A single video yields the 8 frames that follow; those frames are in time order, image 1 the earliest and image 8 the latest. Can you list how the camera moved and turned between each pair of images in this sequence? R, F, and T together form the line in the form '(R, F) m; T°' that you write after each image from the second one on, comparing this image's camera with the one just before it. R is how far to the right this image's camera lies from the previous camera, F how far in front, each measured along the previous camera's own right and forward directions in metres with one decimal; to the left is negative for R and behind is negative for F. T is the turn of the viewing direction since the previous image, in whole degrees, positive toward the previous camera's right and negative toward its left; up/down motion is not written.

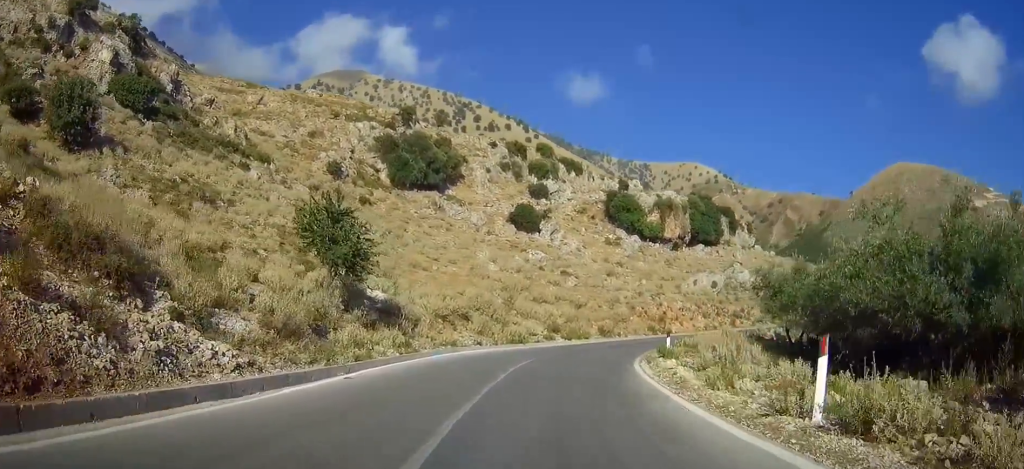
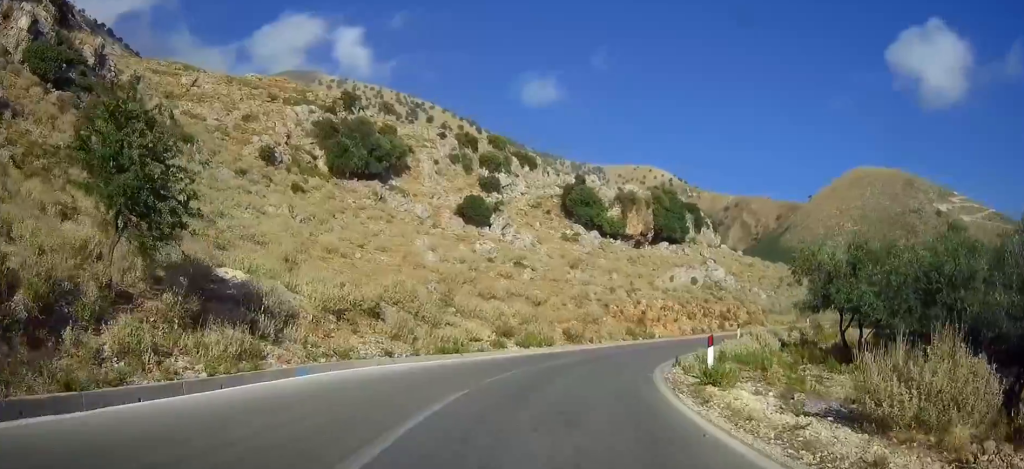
(+0.4, +12.3) m; +3°
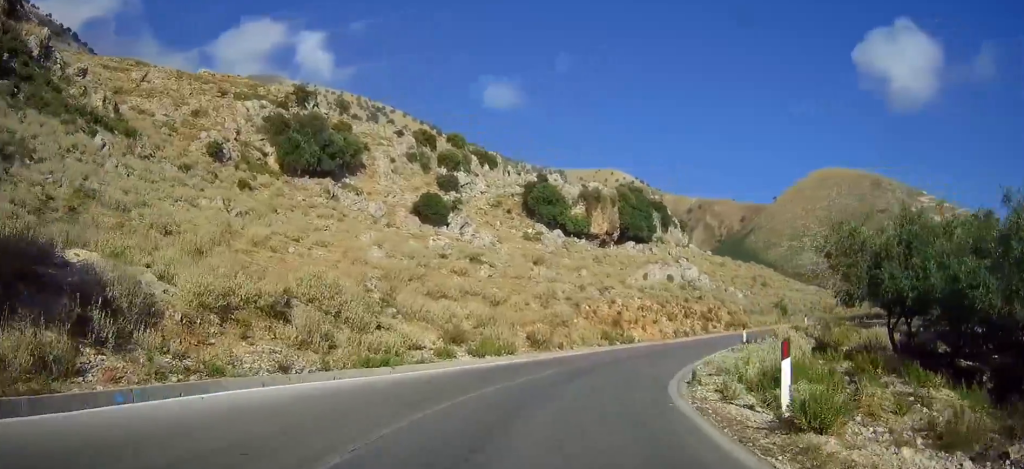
(-0.1, +6.6) m; +3°
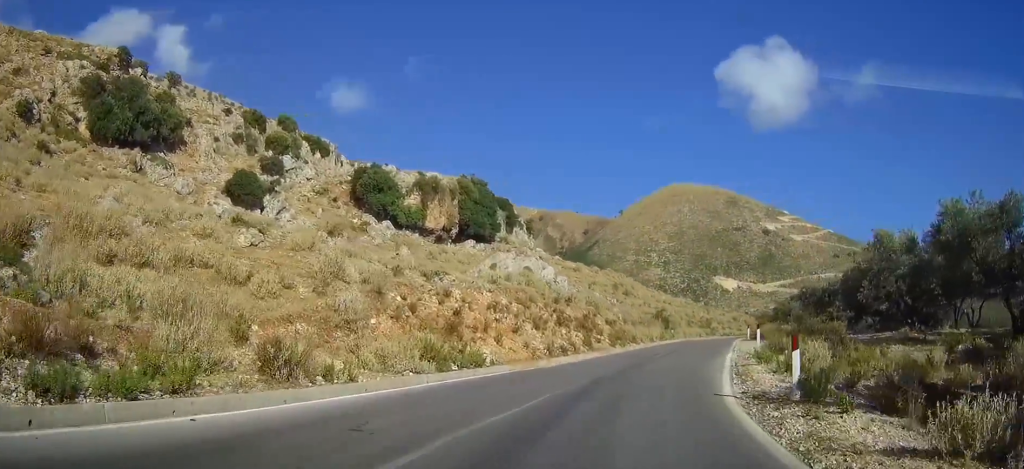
(+2.2, +17.6) m; +19°
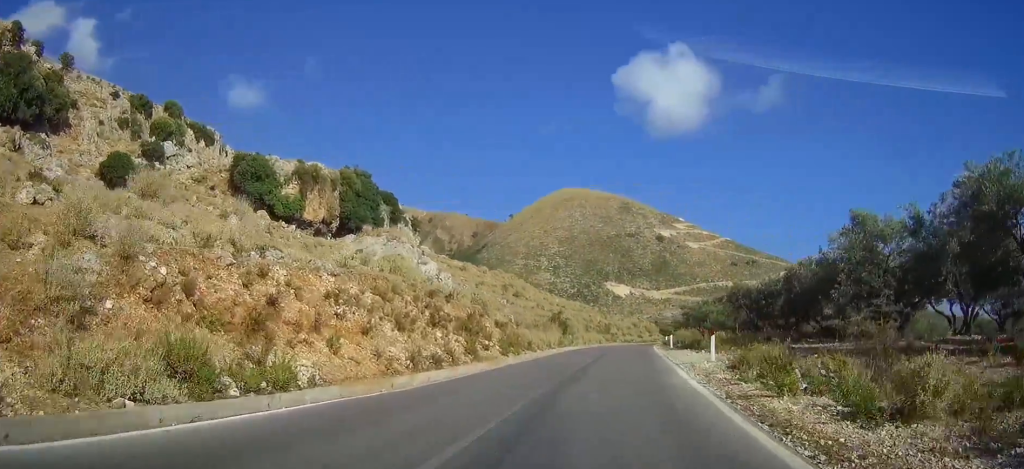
(+1.3, +8.8) m; +7°
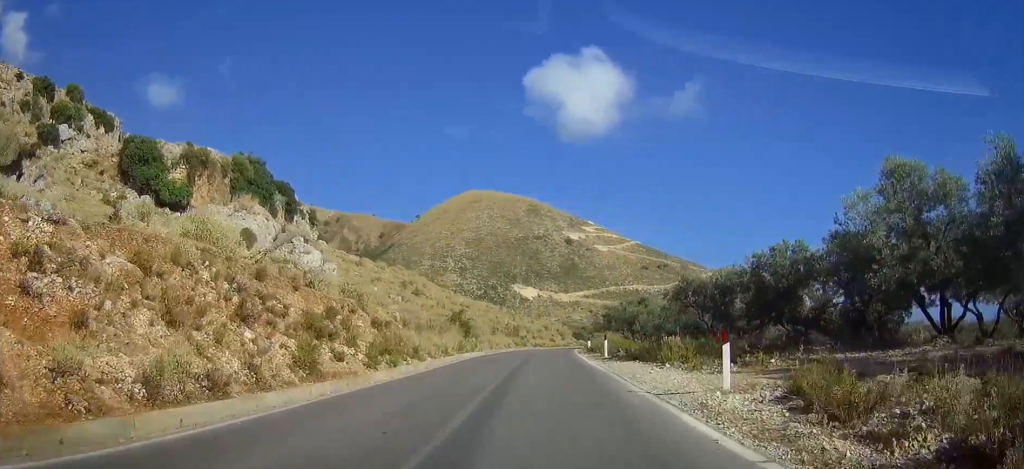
(+0.2, +10.2) m; +1°
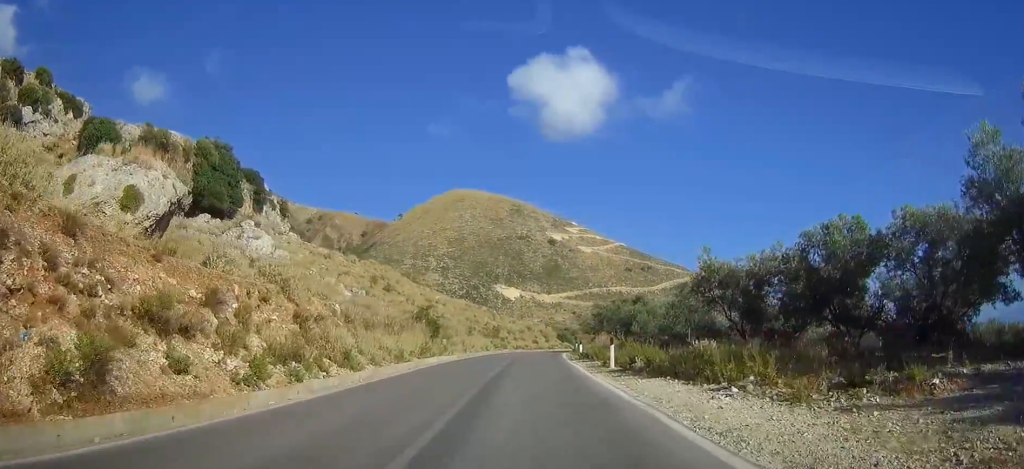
(0.0, +8.6) m; 0°
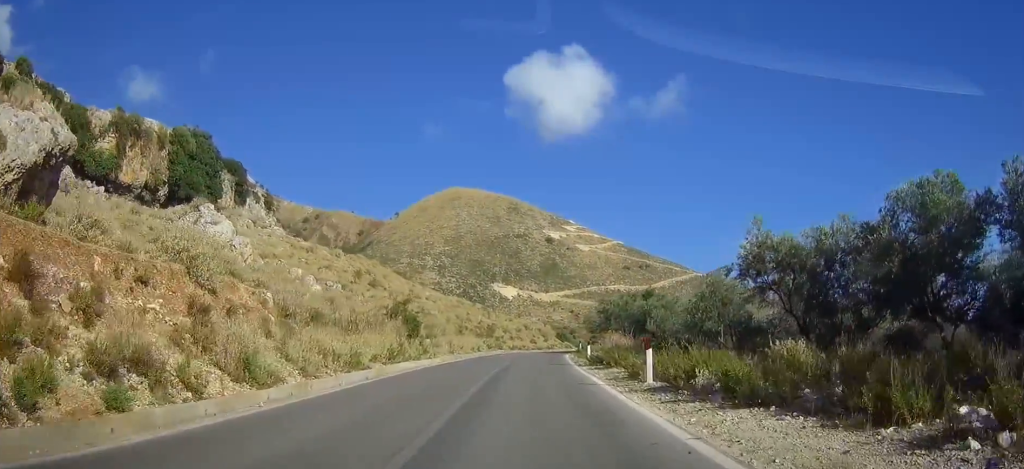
(0.0, +7.5) m; 0°
